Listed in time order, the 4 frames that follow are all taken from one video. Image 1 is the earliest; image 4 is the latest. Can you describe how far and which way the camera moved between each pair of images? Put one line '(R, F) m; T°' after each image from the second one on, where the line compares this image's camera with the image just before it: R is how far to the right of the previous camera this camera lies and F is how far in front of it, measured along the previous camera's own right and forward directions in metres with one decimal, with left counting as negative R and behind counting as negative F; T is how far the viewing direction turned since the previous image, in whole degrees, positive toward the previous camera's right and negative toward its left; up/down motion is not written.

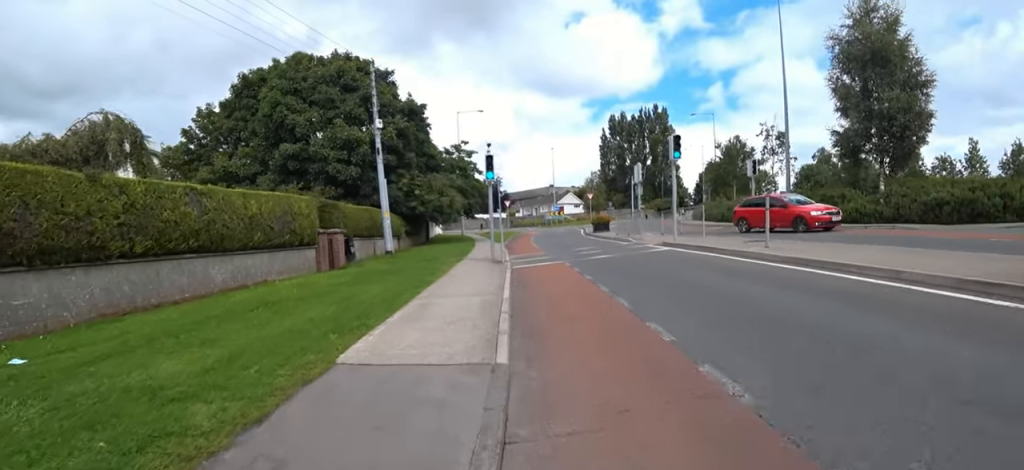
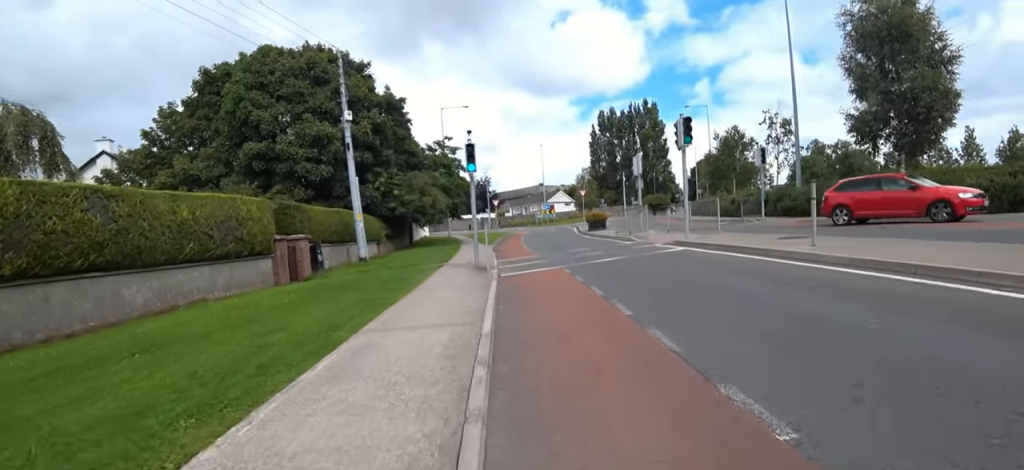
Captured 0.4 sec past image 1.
(-0.2, +2.0) m; 0°
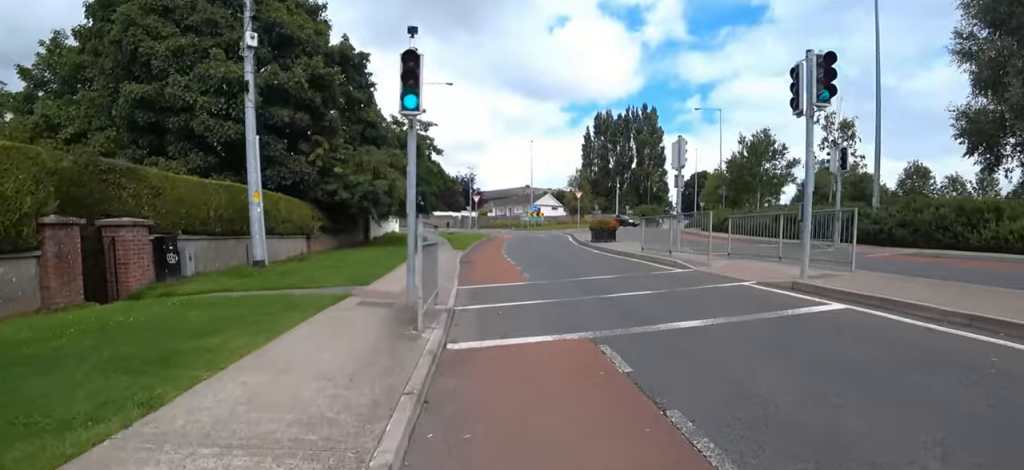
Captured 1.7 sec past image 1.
(+0.2, +6.0) m; -1°
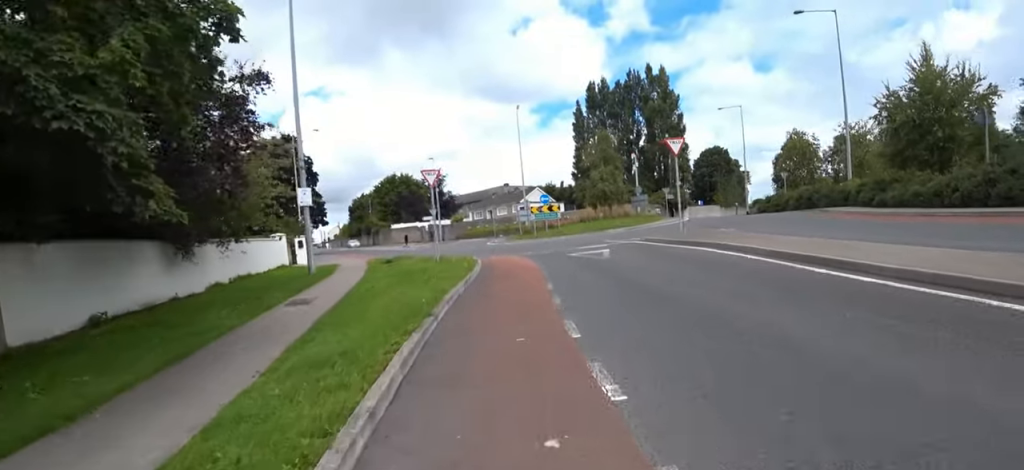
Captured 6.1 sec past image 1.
(+0.6, +20.6) m; +6°
